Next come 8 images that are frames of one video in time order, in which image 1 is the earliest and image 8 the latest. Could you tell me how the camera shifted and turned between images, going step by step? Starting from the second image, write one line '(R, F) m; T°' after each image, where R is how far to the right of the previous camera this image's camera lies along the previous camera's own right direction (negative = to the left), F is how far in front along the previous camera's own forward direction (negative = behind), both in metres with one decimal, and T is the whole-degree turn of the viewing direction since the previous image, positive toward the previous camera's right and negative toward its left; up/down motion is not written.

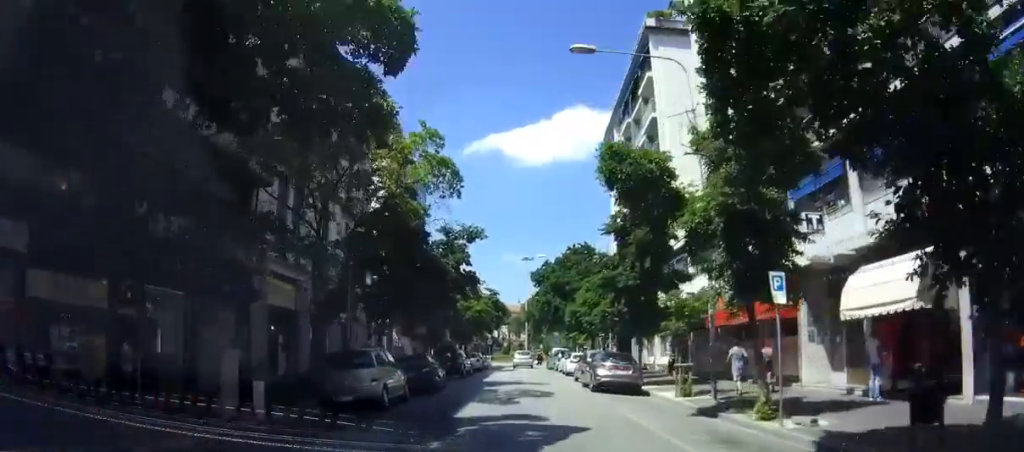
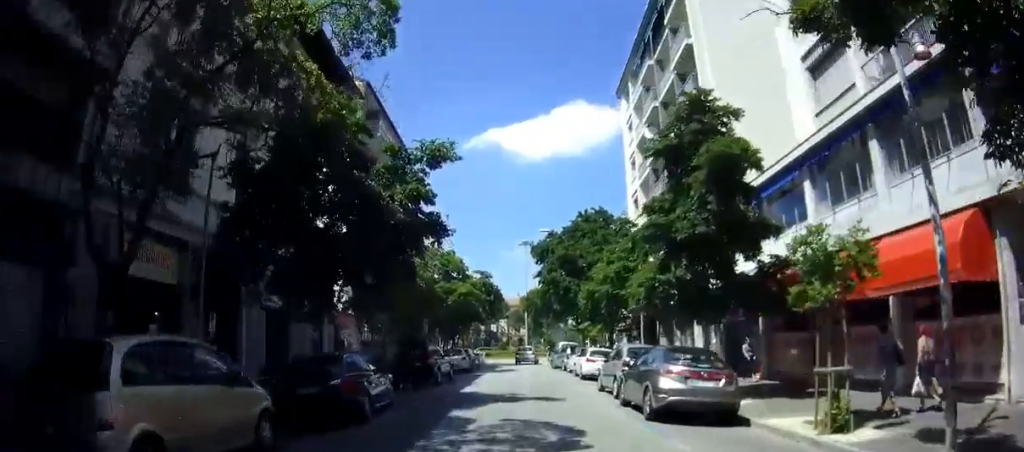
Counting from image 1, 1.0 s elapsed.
(0.0, +8.7) m; 0°
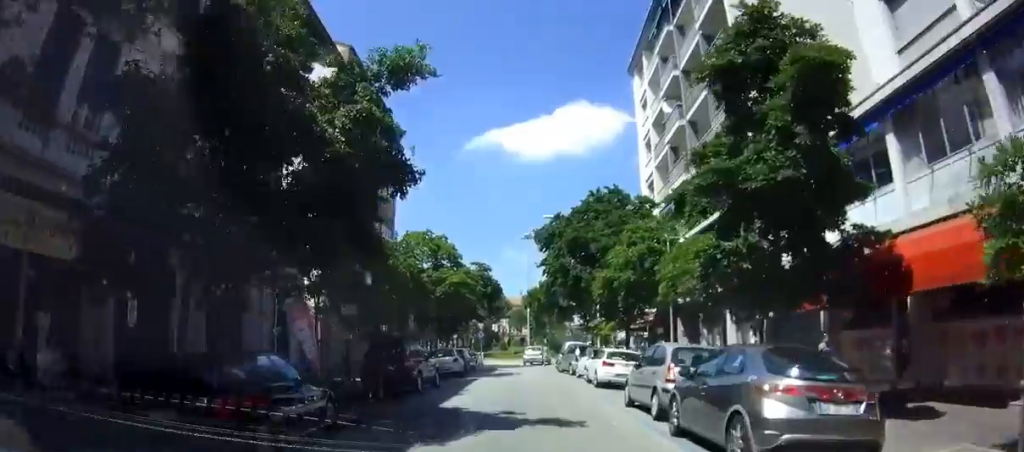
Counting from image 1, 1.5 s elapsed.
(0.0, +4.3) m; -1°
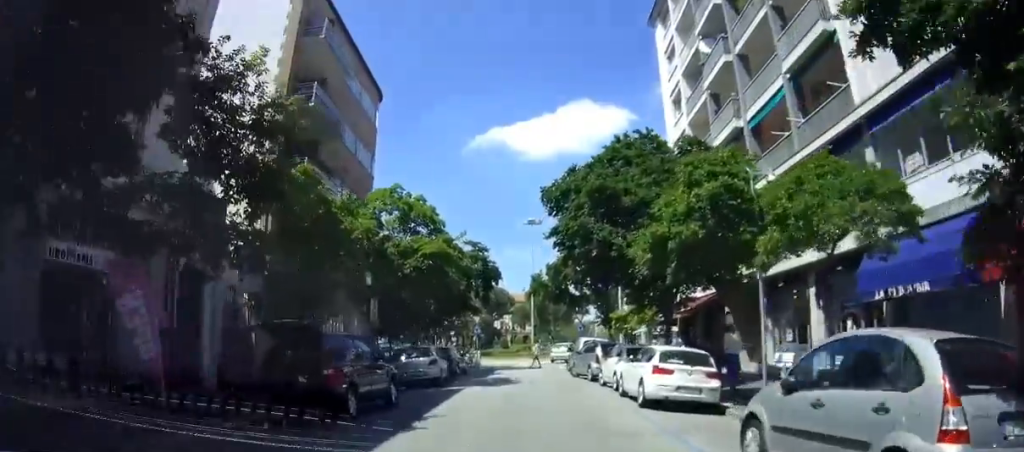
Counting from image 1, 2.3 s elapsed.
(0.0, +6.7) m; -4°
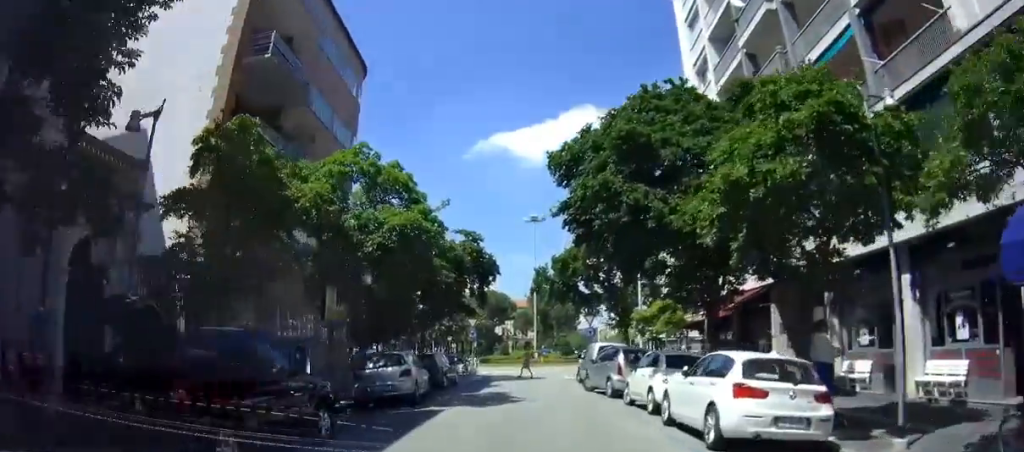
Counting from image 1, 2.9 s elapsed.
(-0.3, +3.9) m; -3°
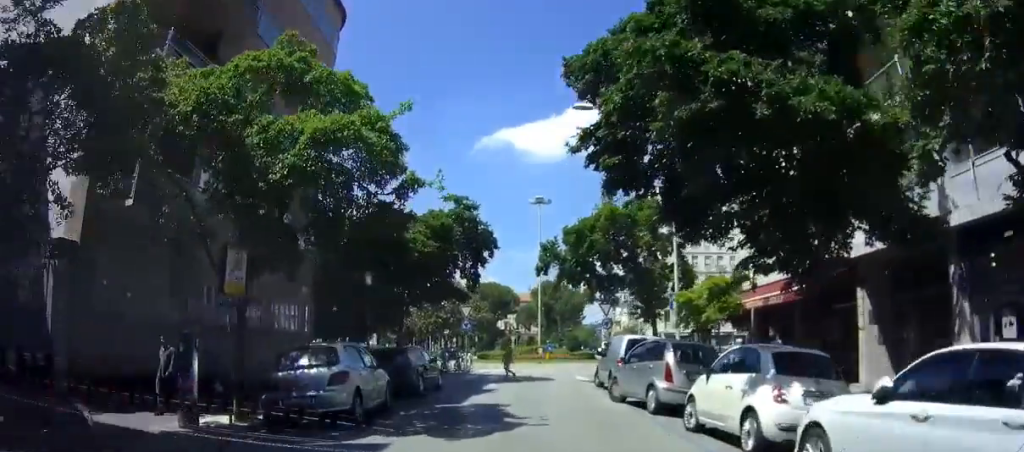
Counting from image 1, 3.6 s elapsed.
(-0.3, +4.9) m; -2°
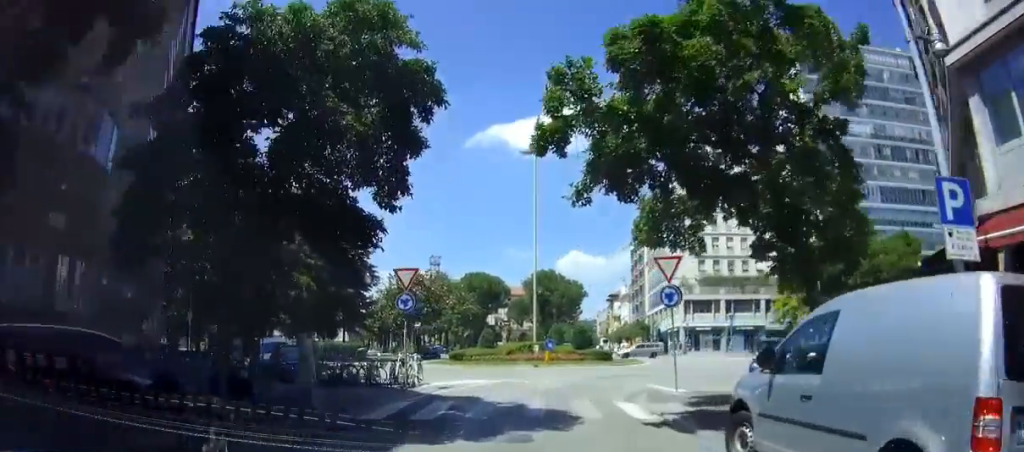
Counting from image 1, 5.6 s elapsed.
(+1.5, +12.7) m; +14°
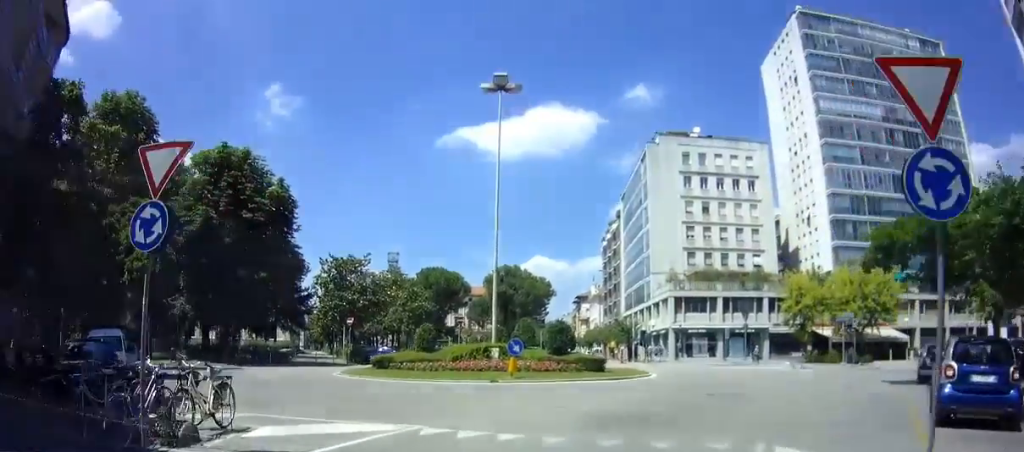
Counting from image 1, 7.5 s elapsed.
(+0.9, +14.7) m; +11°
